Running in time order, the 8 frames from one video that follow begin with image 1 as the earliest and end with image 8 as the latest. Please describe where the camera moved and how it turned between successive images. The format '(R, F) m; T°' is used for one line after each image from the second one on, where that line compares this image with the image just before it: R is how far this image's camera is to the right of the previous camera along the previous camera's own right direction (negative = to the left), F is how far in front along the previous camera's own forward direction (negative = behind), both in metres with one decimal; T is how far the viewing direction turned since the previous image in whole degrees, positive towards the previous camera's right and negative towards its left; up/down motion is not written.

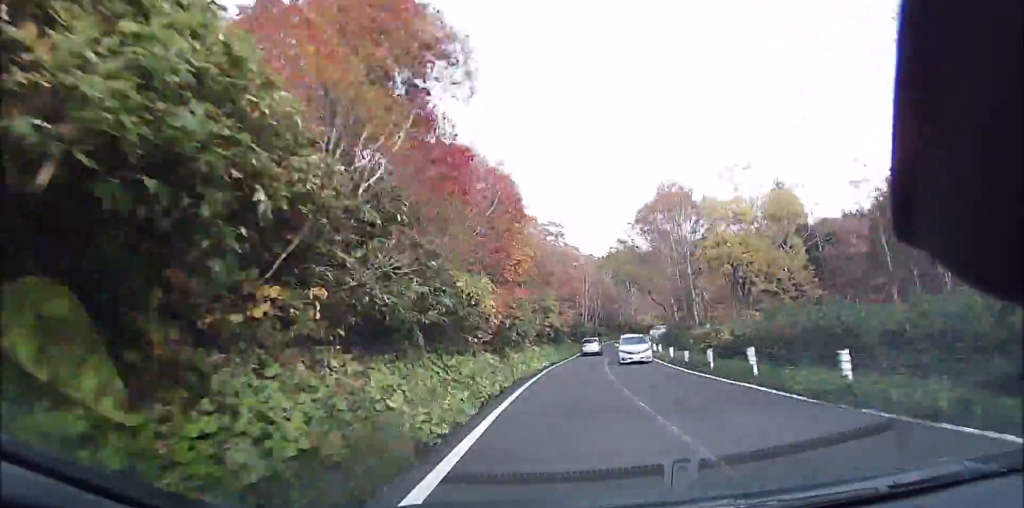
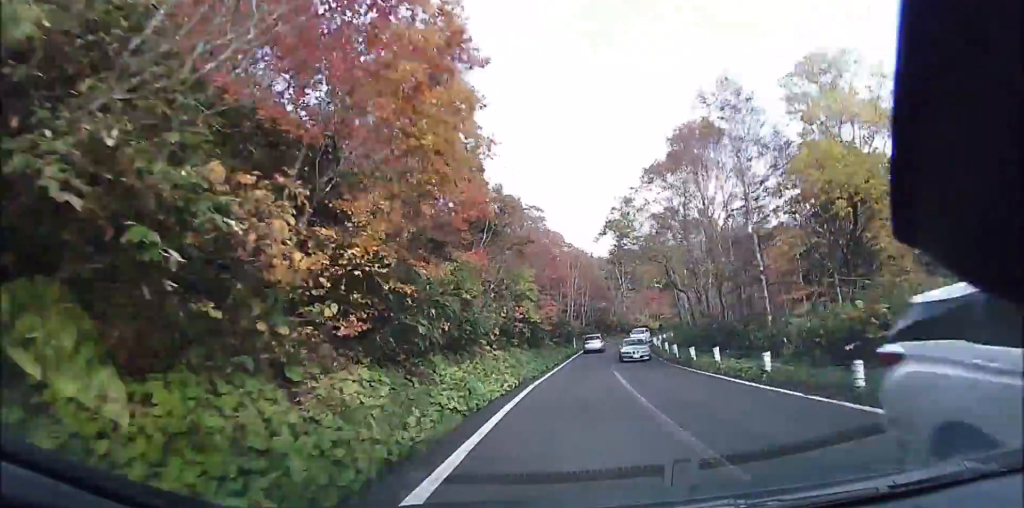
(0.0, +12.2) m; +2°
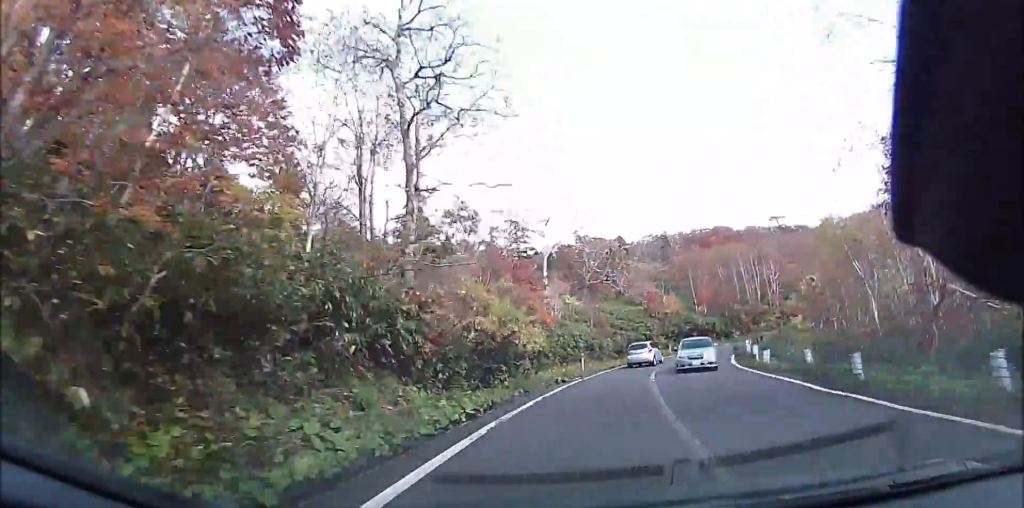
(+8.2, +55.0) m; +21°
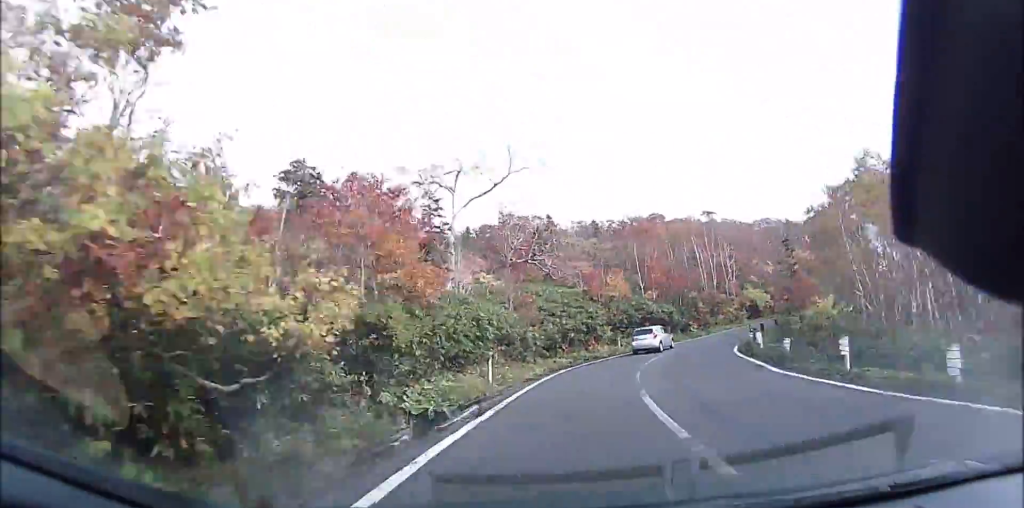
(+0.7, +12.7) m; +8°
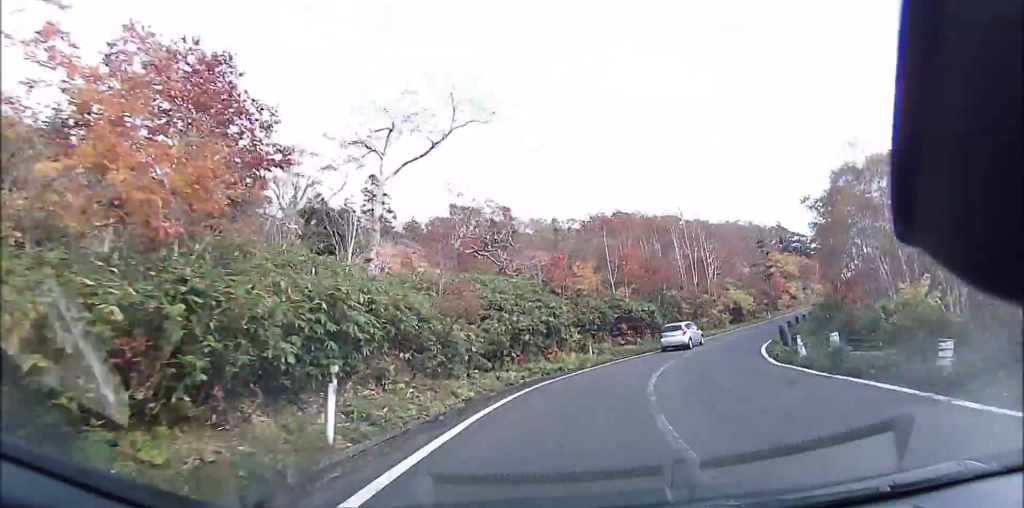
(+0.3, +8.9) m; +8°
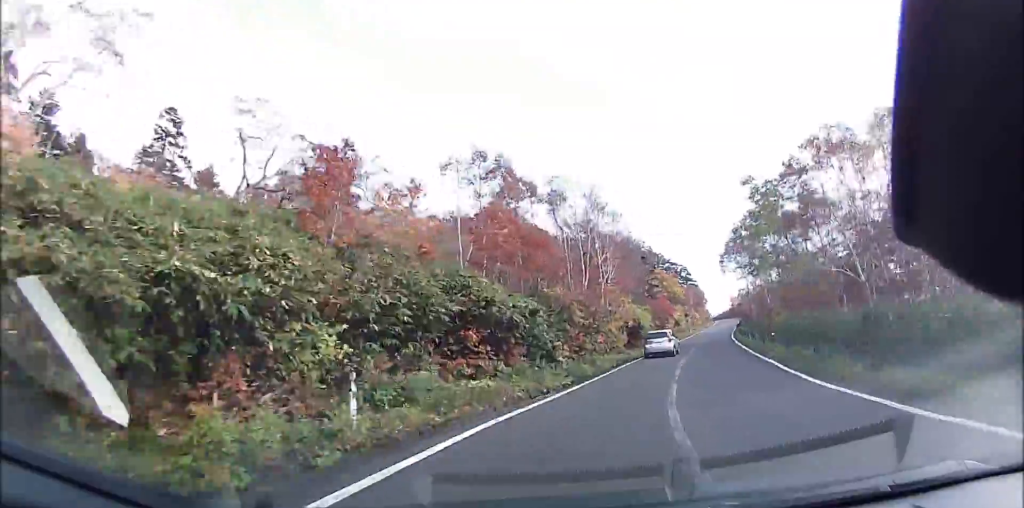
(+2.1, +15.0) m; +18°
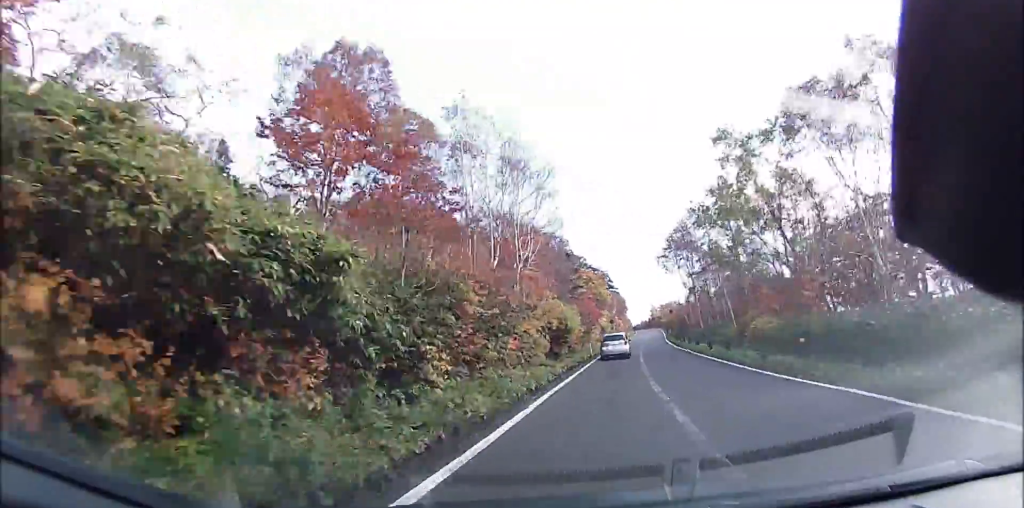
(0.0, +9.3) m; +13°
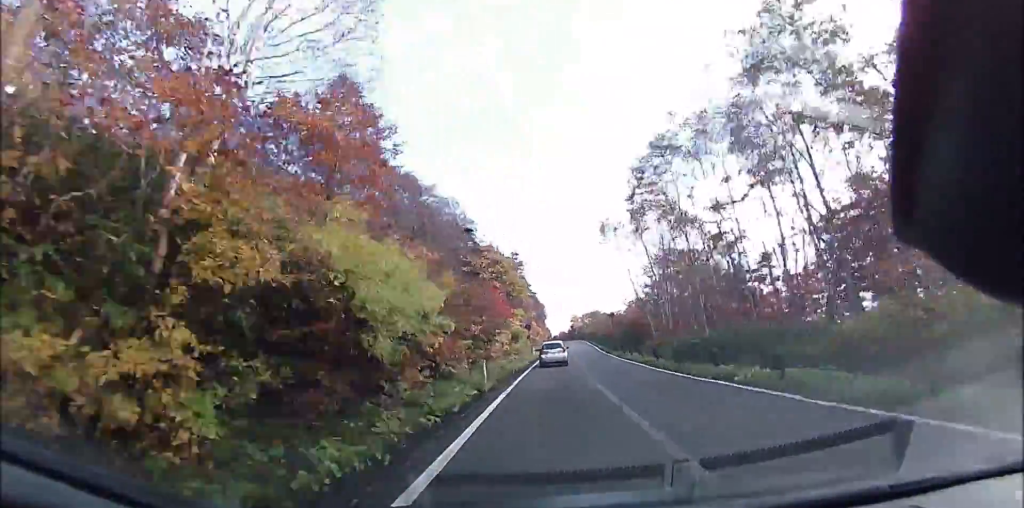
(+4.3, +20.0) m; +15°
